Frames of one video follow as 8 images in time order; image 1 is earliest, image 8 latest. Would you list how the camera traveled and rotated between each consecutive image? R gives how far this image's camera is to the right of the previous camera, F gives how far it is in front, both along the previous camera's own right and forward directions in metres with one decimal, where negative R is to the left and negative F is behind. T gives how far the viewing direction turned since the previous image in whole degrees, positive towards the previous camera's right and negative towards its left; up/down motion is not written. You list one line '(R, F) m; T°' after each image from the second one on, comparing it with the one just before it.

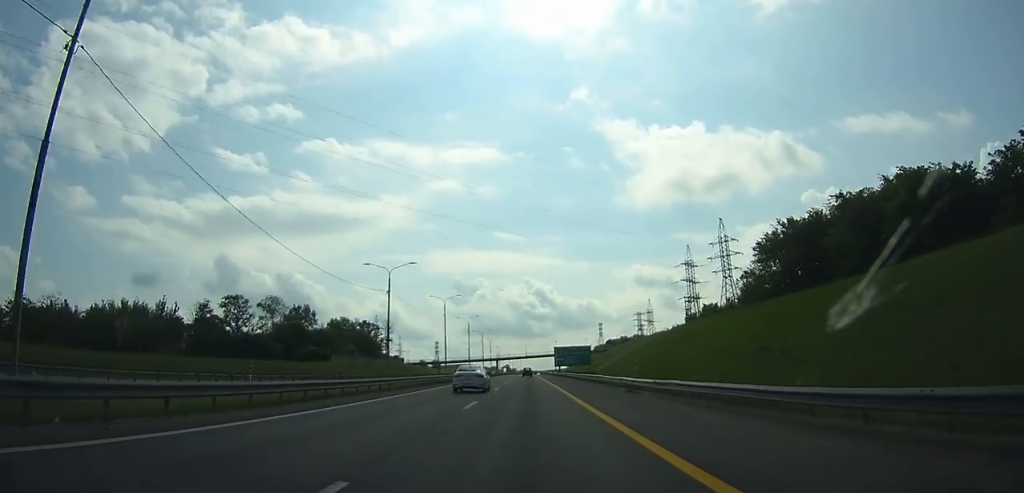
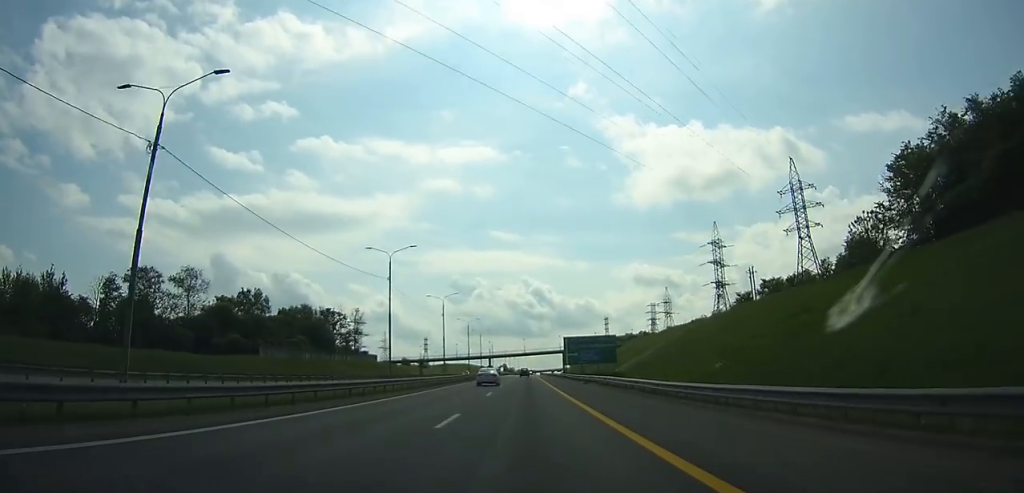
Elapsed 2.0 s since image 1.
(0.0, +37.0) m; 0°
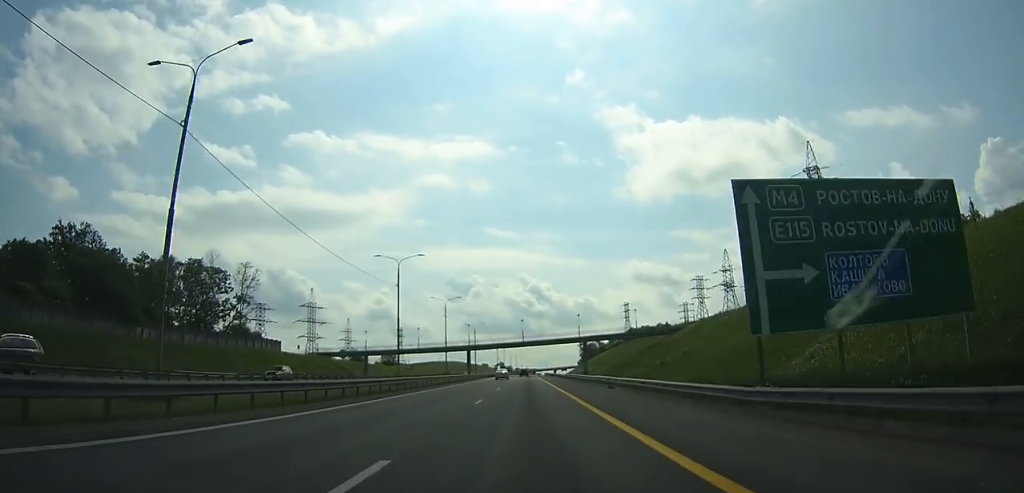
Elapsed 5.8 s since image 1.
(0.0, +72.0) m; 0°
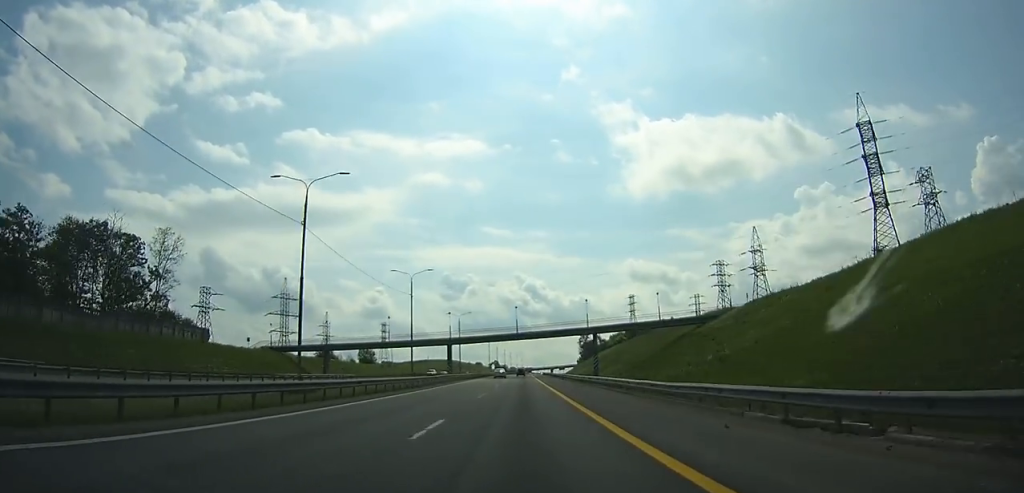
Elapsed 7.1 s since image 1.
(+0.1, +25.1) m; 0°
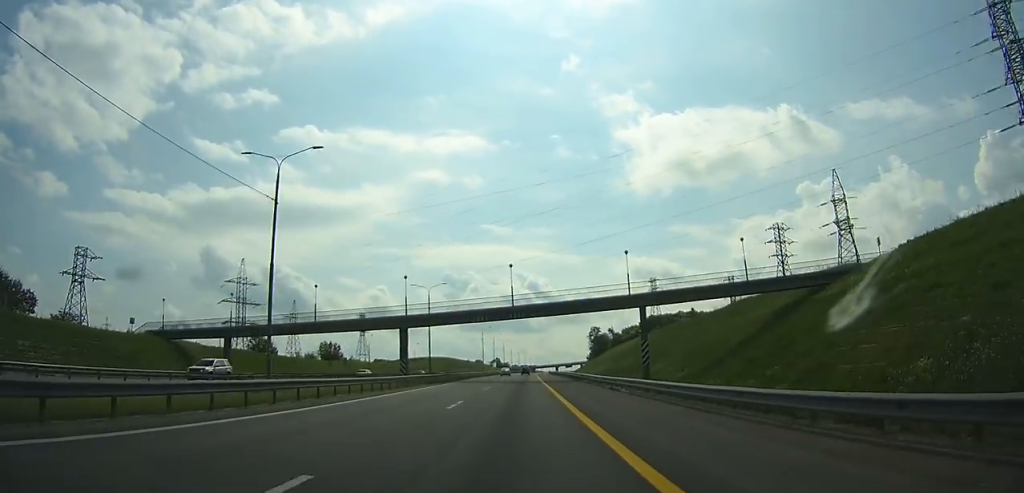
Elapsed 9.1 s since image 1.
(+0.1, +38.9) m; 0°
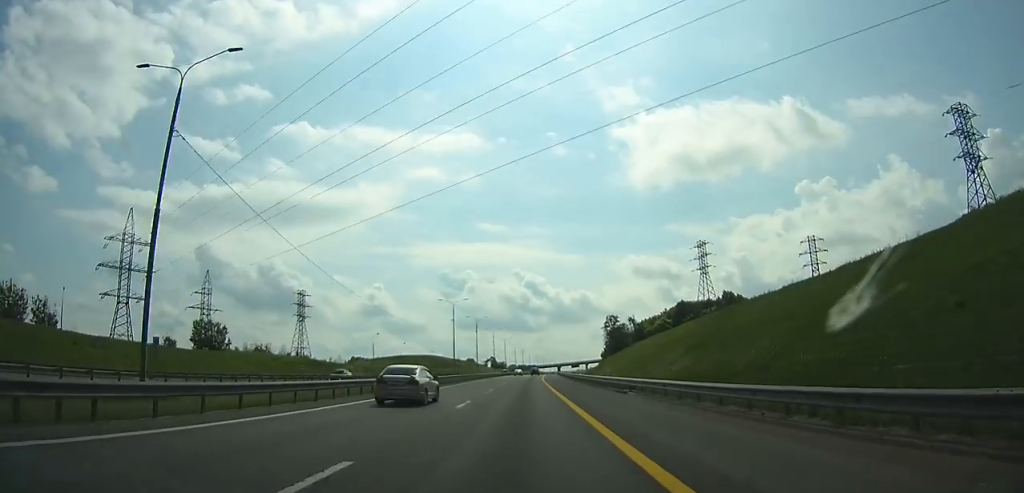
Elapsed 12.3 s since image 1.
(-0.1, +63.3) m; 0°
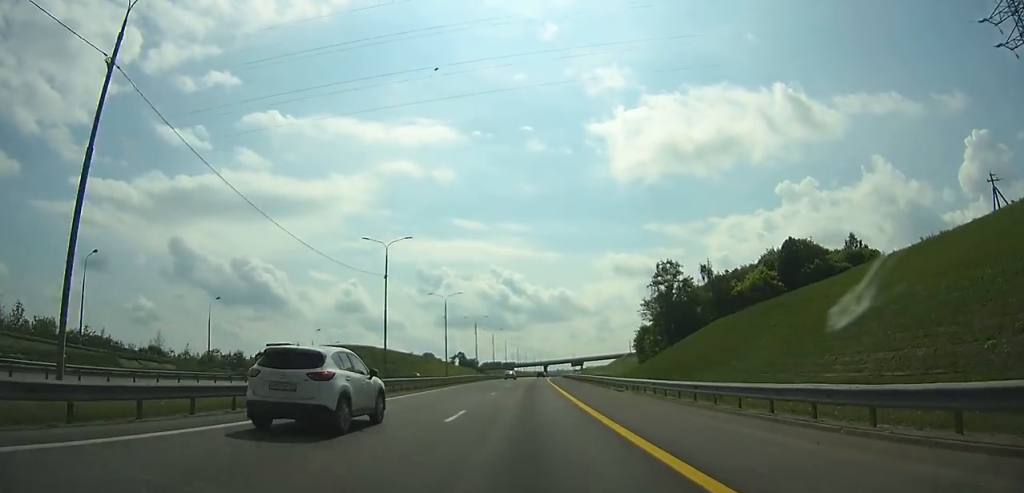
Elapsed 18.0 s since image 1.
(+1.2, +115.8) m; +2°
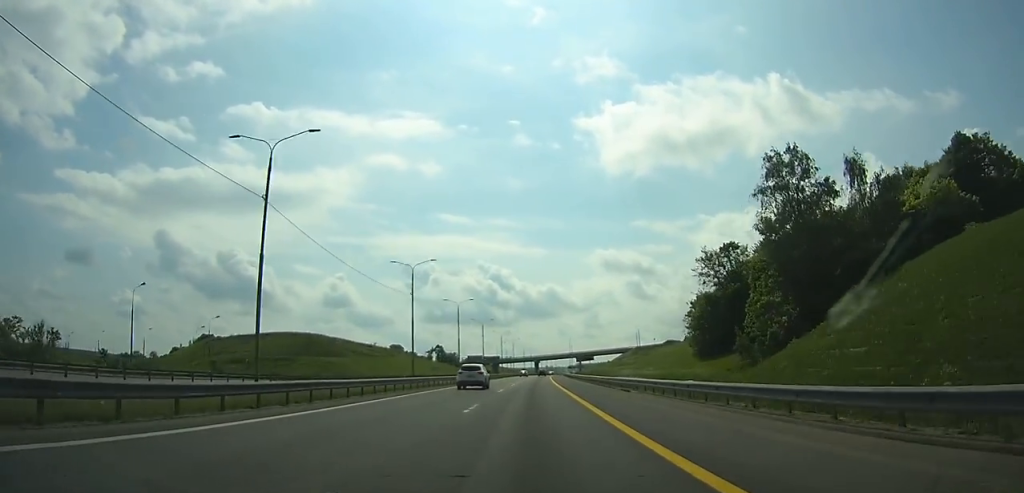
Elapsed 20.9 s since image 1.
(+0.5, +60.2) m; +1°
